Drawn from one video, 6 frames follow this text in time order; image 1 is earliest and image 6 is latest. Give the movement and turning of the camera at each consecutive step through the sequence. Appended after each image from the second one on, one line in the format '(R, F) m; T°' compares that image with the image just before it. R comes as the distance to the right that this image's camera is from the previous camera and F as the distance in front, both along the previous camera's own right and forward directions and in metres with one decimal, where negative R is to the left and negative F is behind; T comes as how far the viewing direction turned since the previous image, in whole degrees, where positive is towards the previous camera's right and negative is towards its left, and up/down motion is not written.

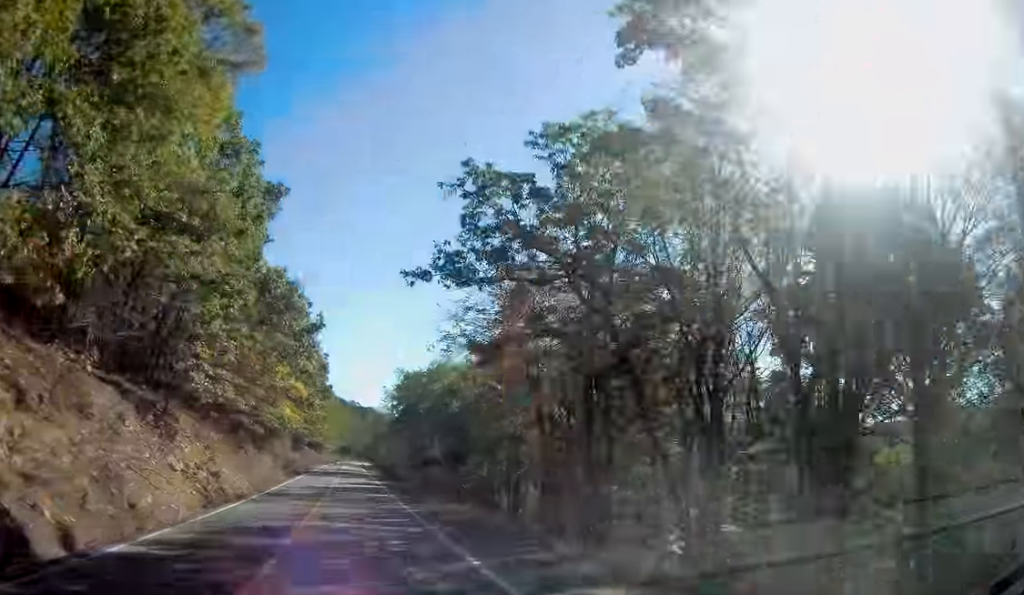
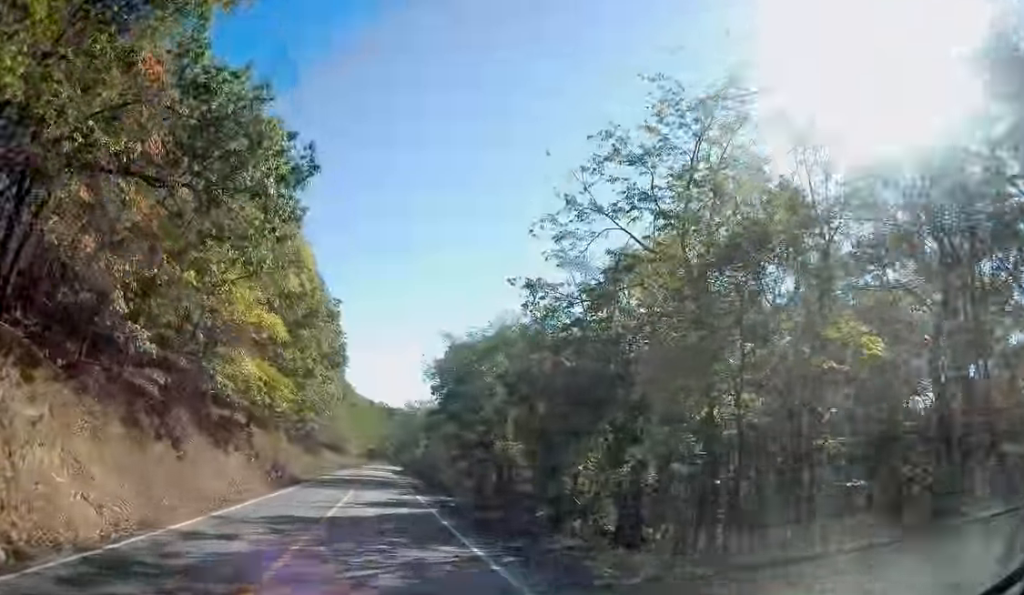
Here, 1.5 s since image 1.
(-0.7, +25.3) m; -2°
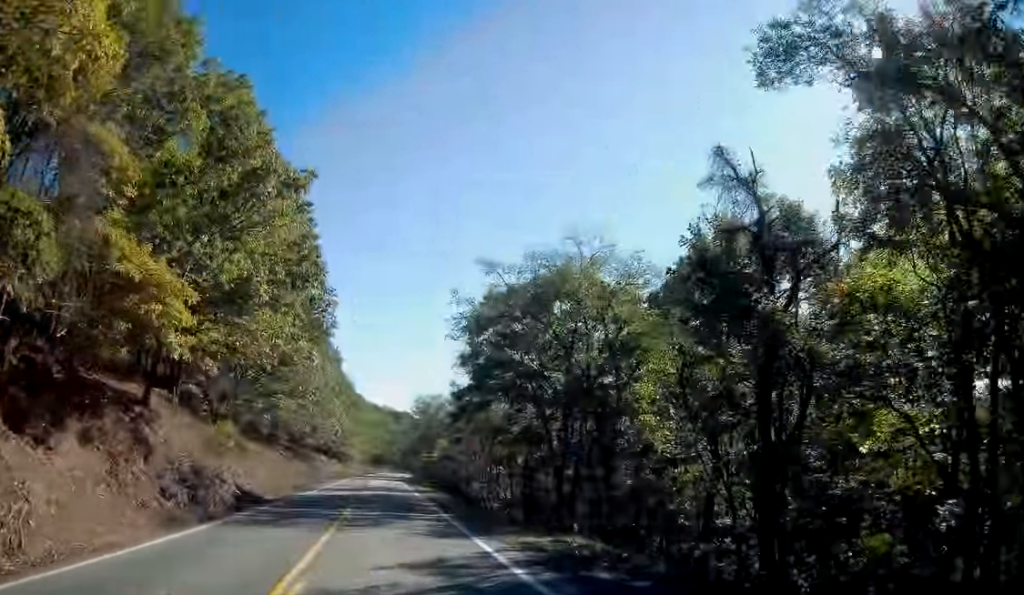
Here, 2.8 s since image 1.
(-0.1, +22.1) m; -1°
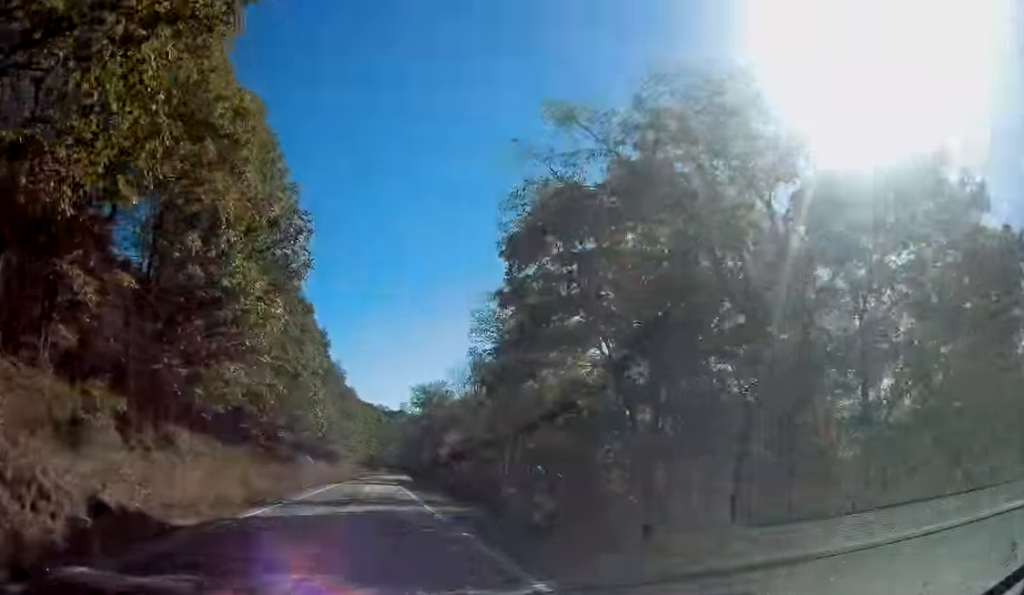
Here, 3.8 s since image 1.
(-0.2, +17.2) m; 0°
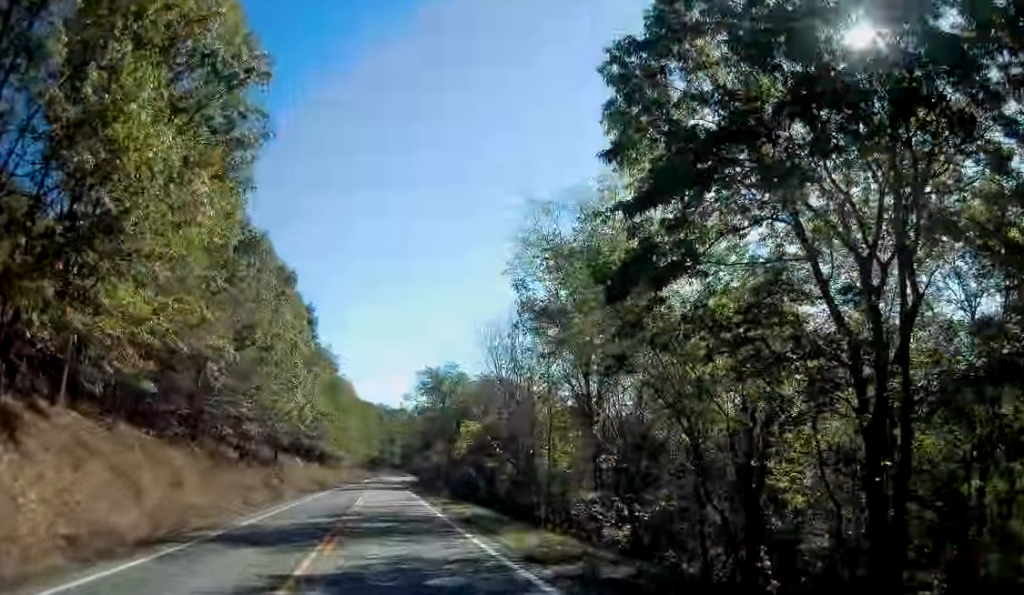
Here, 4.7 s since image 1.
(+0.2, +16.2) m; +1°
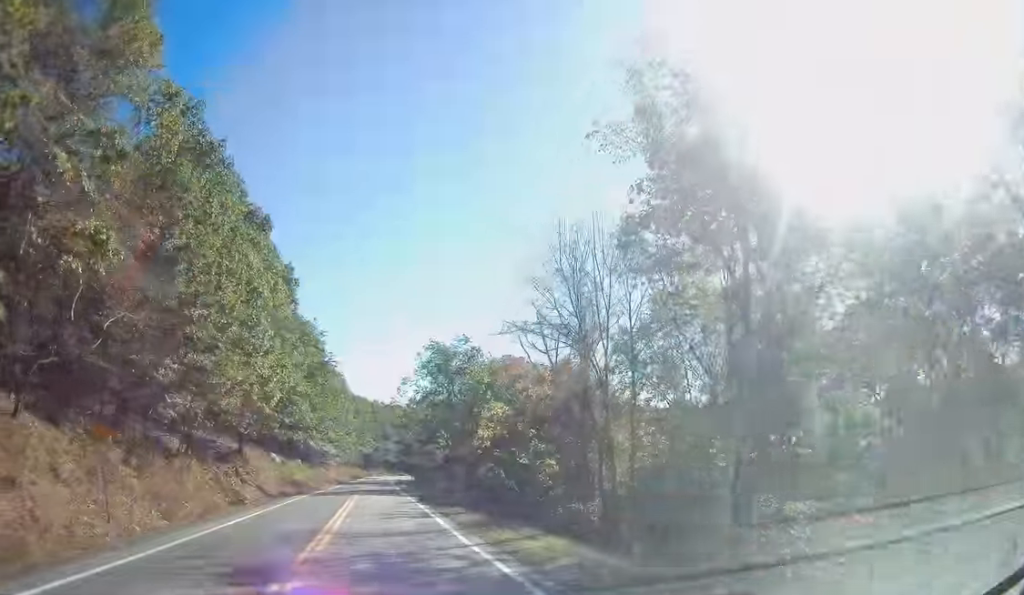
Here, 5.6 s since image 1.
(+0.2, +15.5) m; -1°
